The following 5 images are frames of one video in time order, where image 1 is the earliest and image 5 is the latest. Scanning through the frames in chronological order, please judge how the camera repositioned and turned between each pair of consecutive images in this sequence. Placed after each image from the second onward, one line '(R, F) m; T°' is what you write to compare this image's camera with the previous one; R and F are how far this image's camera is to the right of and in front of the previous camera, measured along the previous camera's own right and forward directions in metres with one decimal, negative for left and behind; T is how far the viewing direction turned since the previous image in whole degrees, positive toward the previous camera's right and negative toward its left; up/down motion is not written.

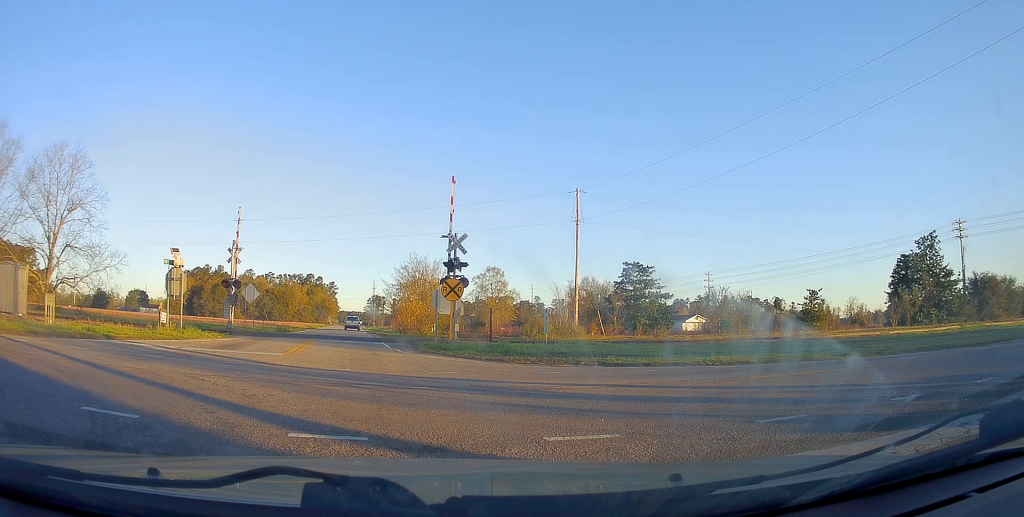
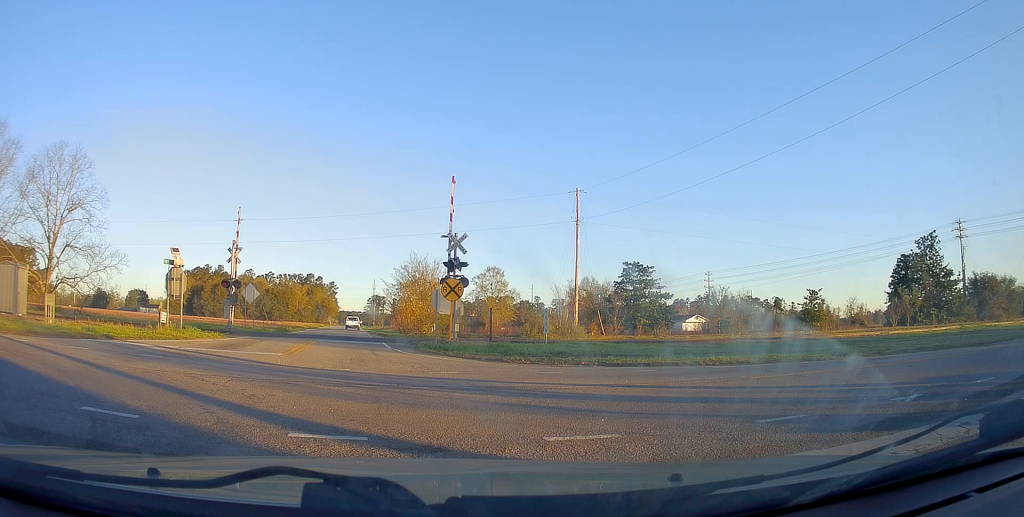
(0.0, 0.0) m; 0°
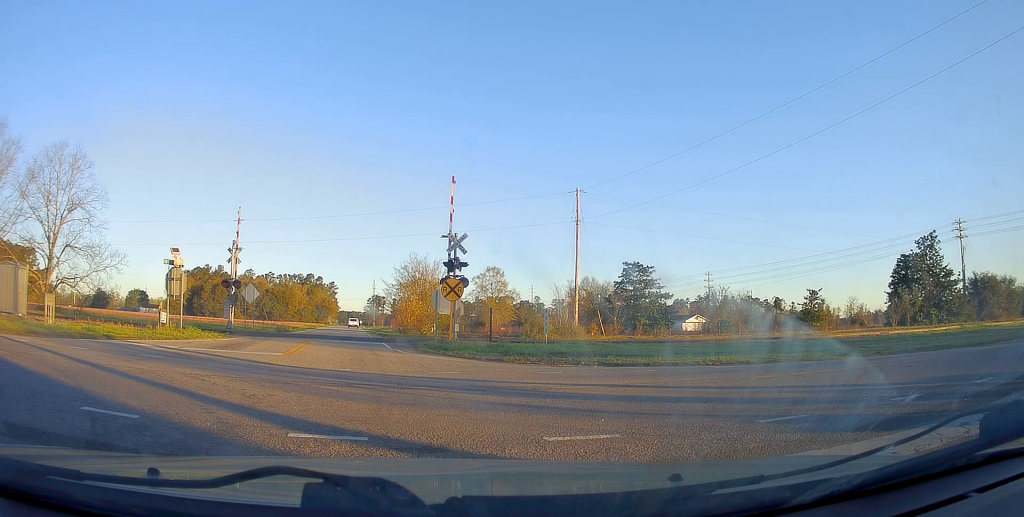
(0.0, 0.0) m; 0°
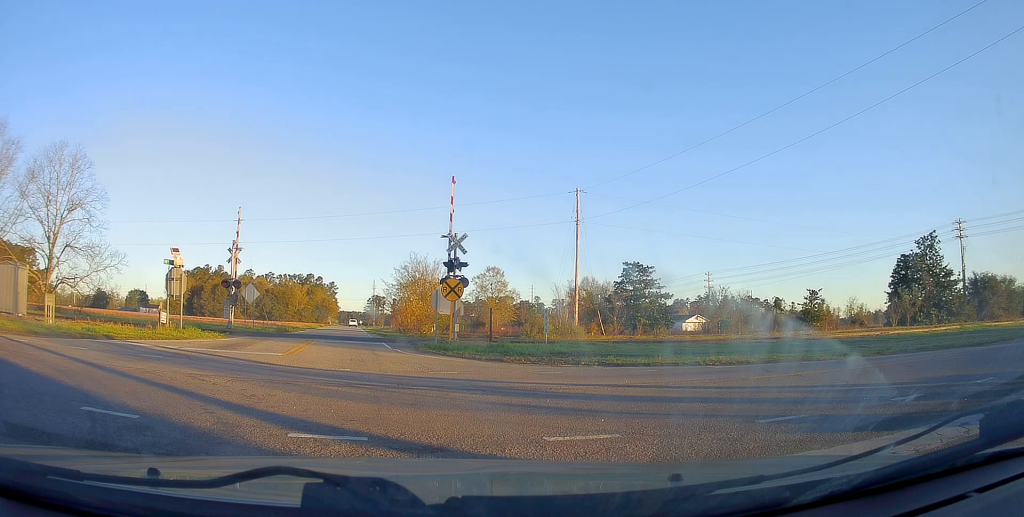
(0.0, 0.0) m; 0°
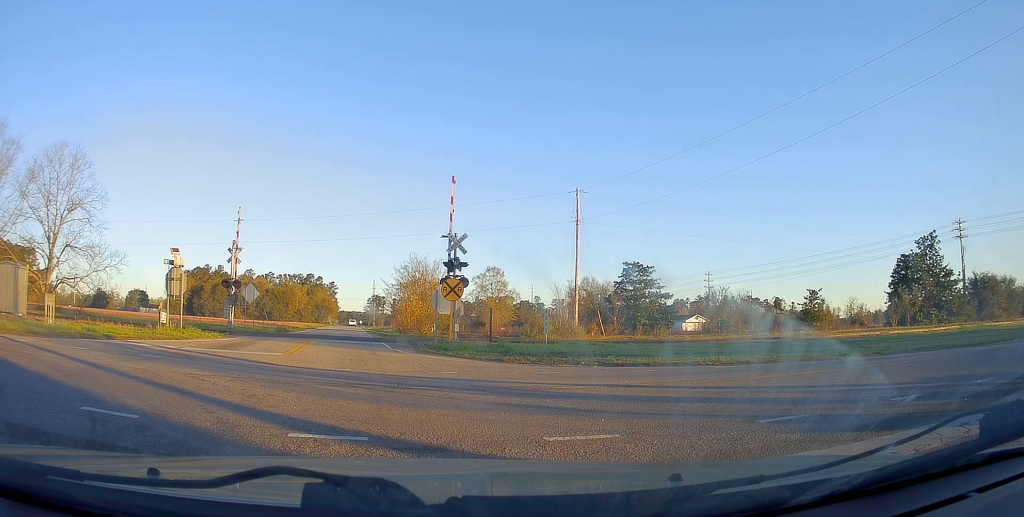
(0.0, 0.0) m; 0°
